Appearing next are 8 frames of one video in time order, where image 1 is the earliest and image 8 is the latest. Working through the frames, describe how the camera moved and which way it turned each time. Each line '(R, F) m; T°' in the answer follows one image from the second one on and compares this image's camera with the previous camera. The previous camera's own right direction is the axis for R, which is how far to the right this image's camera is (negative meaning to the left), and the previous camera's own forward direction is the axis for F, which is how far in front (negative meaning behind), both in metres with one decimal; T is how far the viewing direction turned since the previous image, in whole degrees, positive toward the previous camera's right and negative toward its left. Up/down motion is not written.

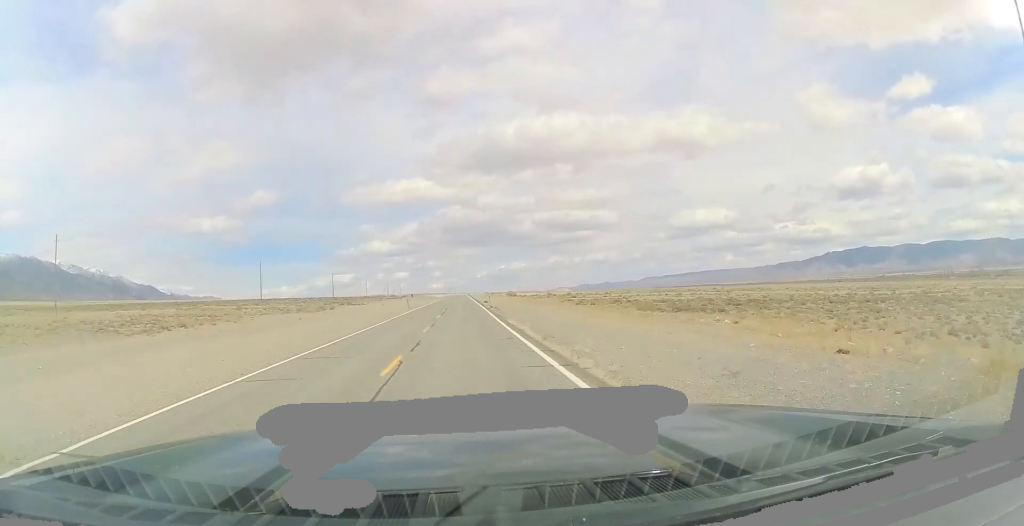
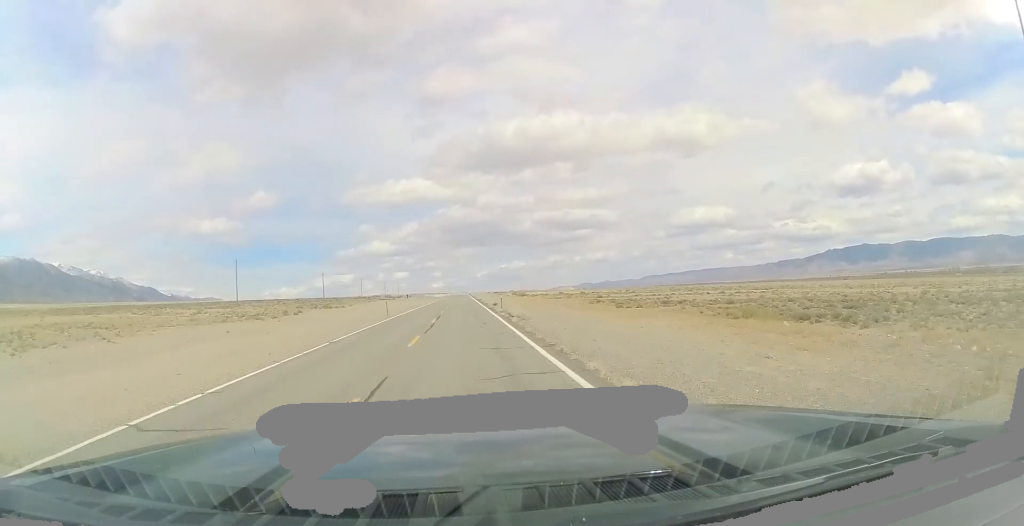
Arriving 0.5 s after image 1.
(0.0, +18.6) m; 0°
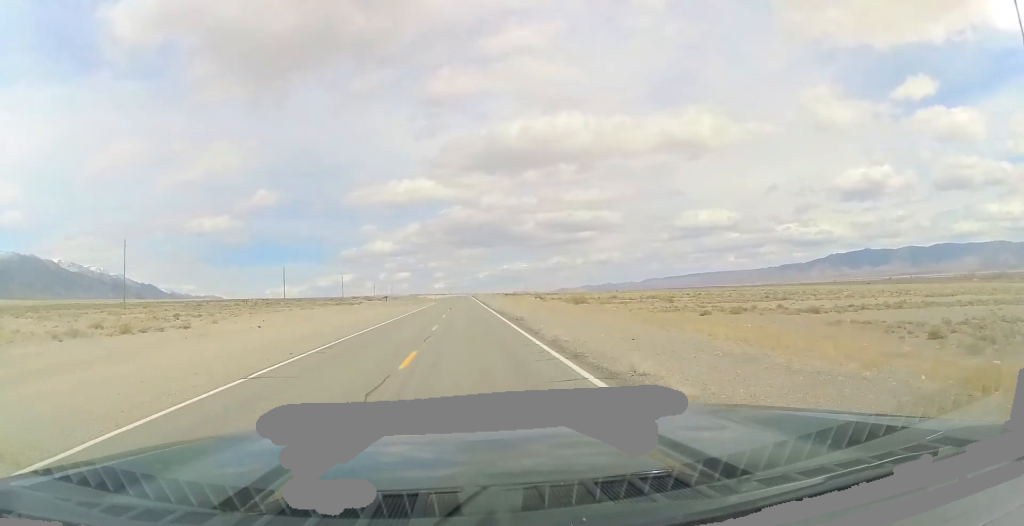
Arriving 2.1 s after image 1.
(0.0, +53.5) m; 0°
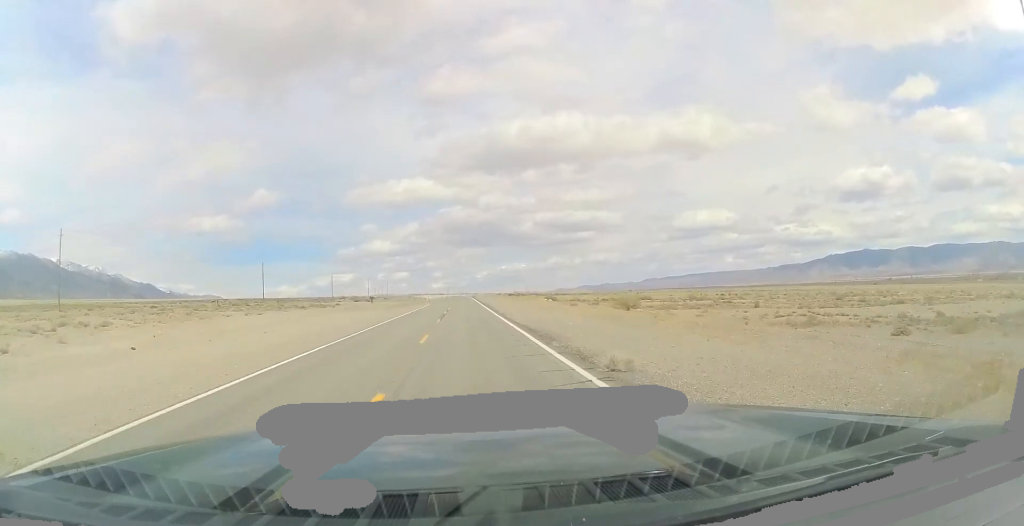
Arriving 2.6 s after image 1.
(0.0, +18.6) m; 0°
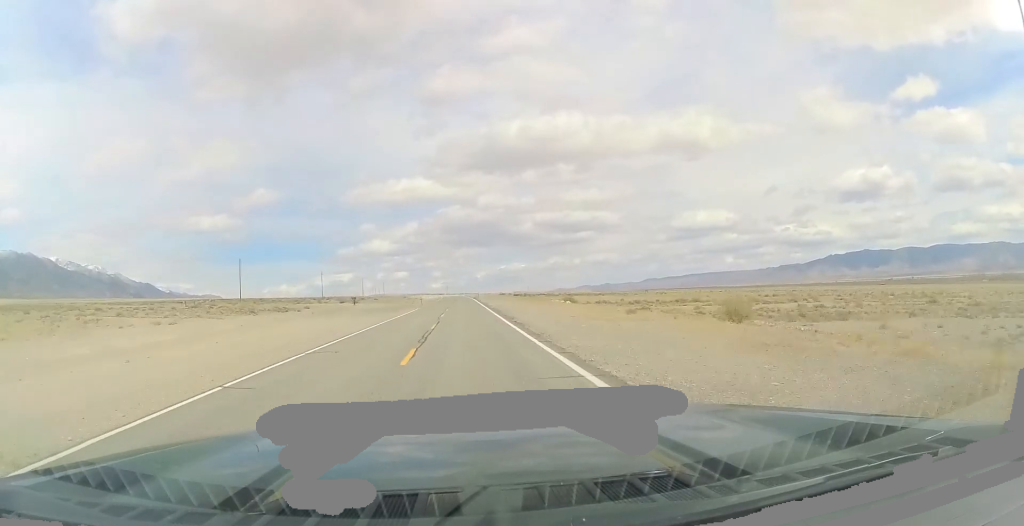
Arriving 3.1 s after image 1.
(0.0, +17.4) m; 0°
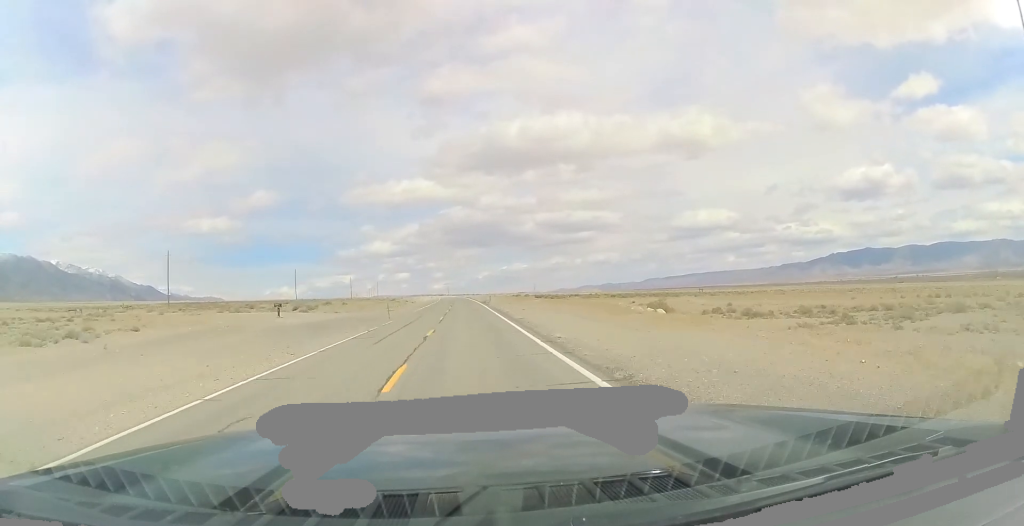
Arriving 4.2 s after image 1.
(+0.1, +39.5) m; +1°
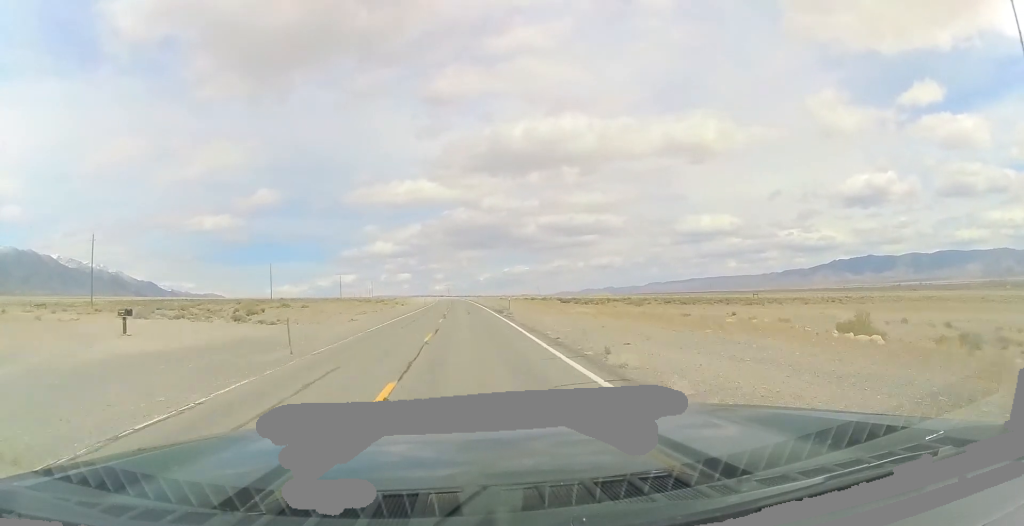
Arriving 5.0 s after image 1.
(+0.3, +26.7) m; 0°
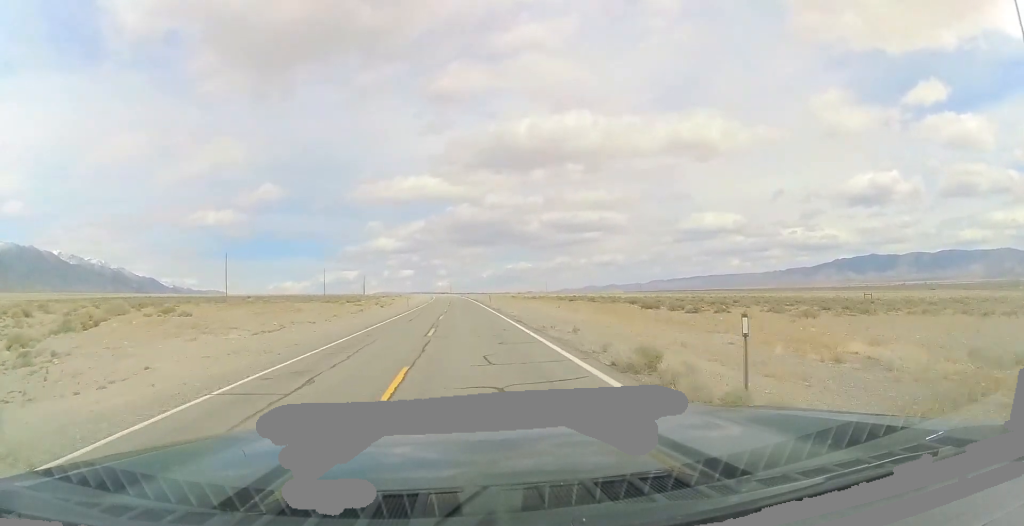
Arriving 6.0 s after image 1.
(-0.5, +35.0) m; -1°
